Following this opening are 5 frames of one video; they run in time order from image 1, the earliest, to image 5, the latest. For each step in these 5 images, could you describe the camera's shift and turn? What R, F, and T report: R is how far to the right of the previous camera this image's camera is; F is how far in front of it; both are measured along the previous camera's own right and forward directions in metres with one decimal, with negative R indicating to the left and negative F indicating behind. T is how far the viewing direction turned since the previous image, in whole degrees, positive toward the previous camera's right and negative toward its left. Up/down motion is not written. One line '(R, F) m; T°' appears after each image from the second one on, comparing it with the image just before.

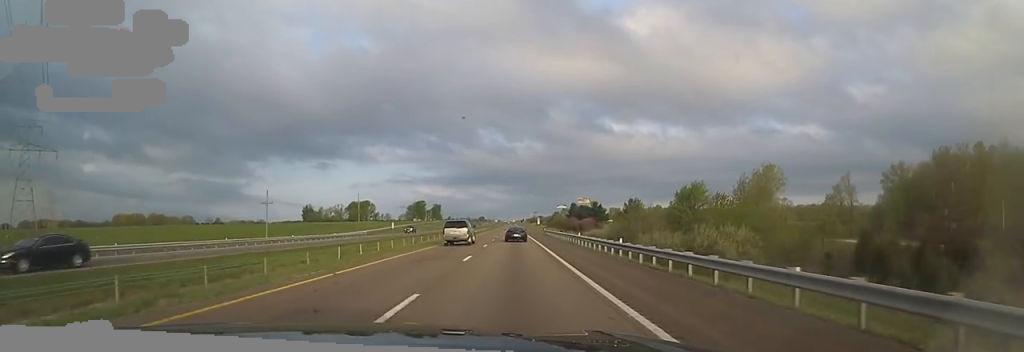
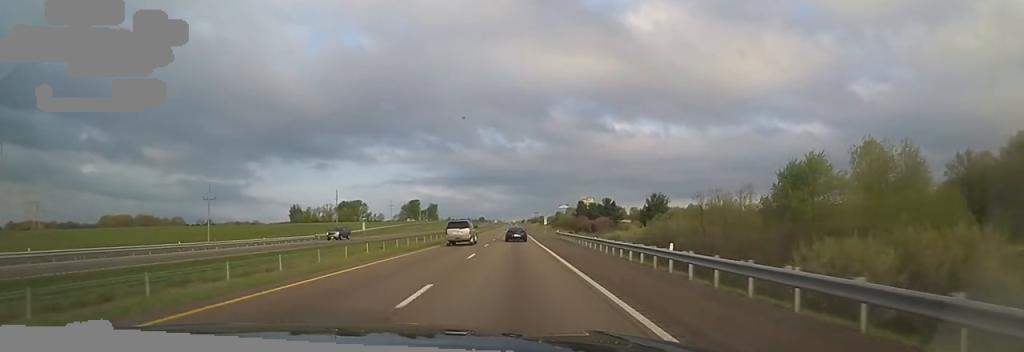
(+0.3, +22.3) m; +1°
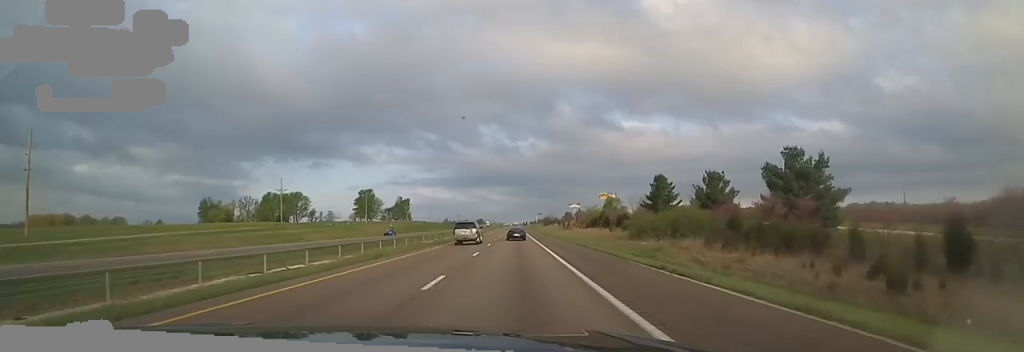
(-2.7, +108.8) m; -1°
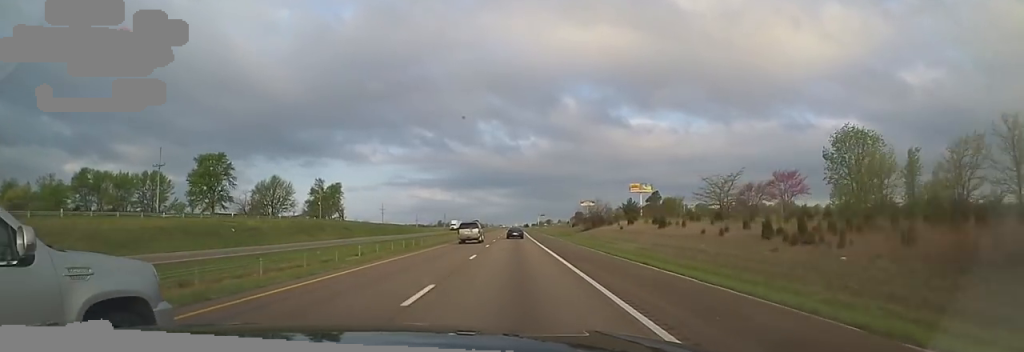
(-0.3, +112.7) m; +1°
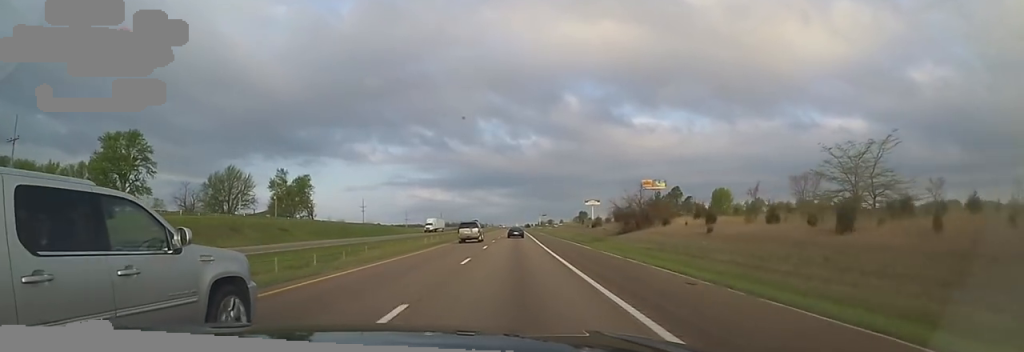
(-0.2, +26.9) m; -1°
